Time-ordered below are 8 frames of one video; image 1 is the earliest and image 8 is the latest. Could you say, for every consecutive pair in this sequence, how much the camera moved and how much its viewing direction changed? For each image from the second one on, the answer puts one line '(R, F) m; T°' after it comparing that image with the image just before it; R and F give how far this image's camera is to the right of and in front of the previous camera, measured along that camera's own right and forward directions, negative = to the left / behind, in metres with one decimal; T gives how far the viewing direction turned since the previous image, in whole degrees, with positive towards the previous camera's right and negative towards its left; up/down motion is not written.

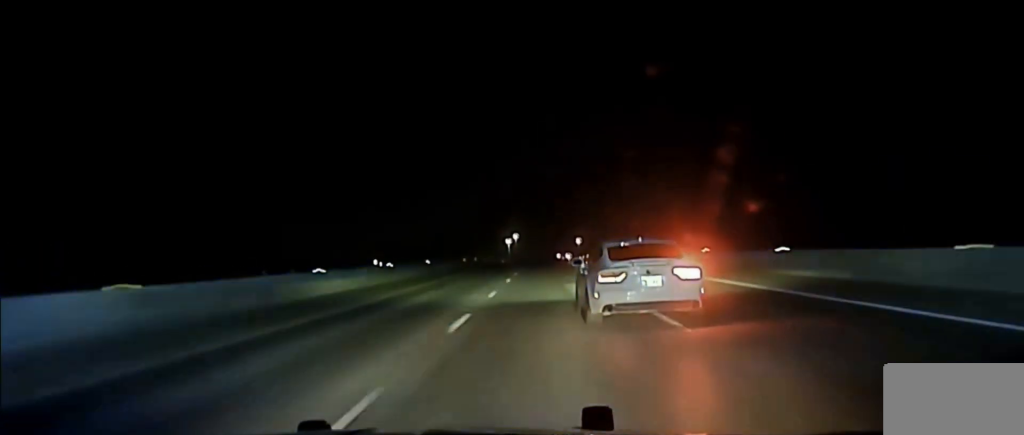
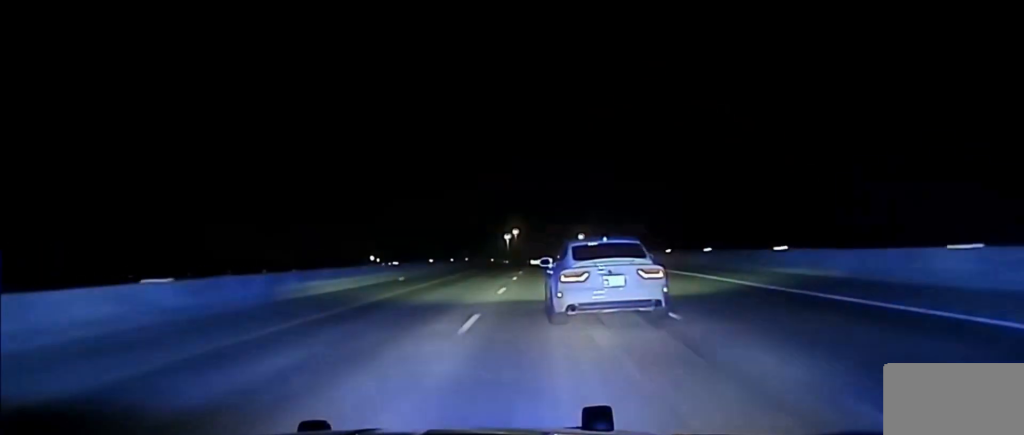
(-0.3, +44.3) m; -1°
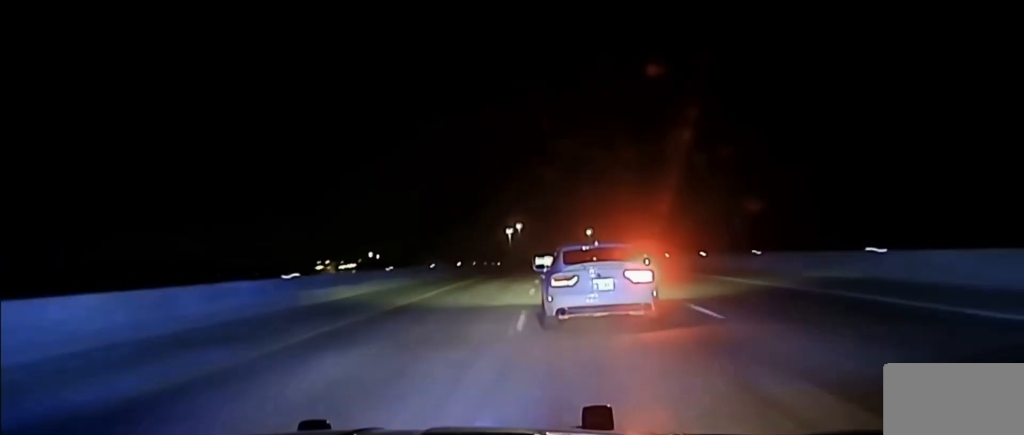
(-0.4, +67.2) m; 0°
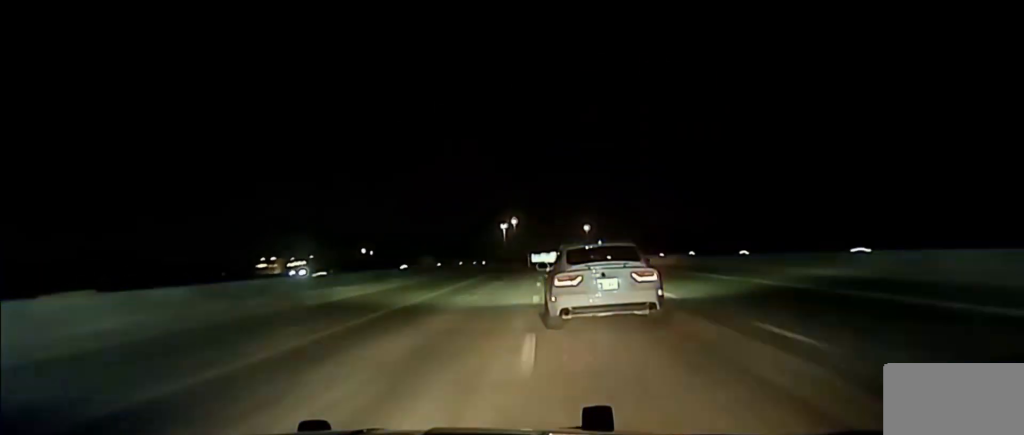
(0.0, +30.8) m; 0°
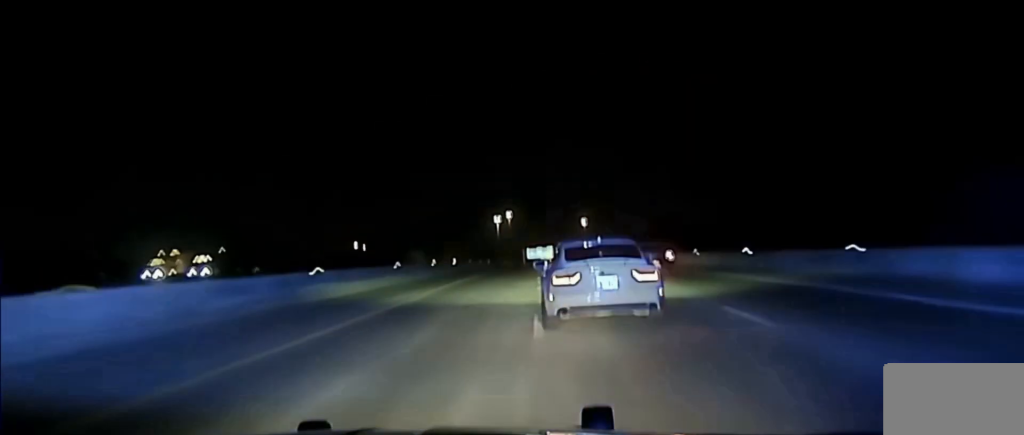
(0.0, +33.5) m; 0°
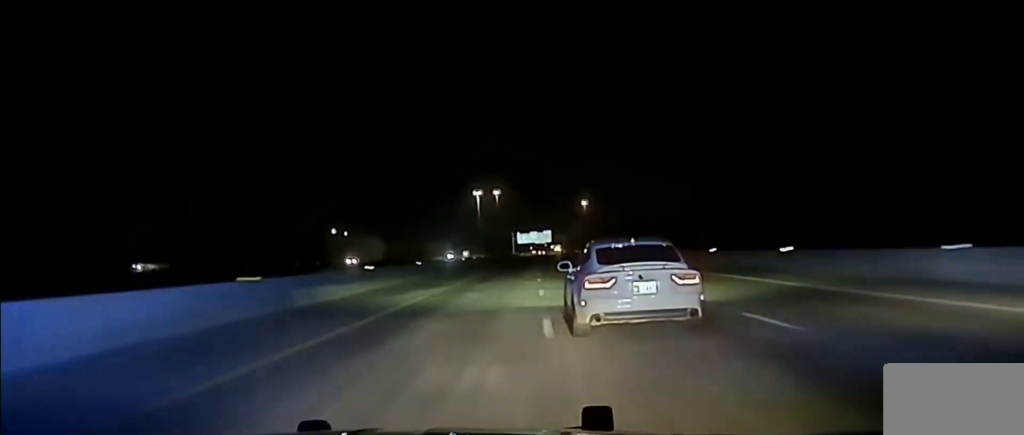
(+1.4, +135.4) m; +1°
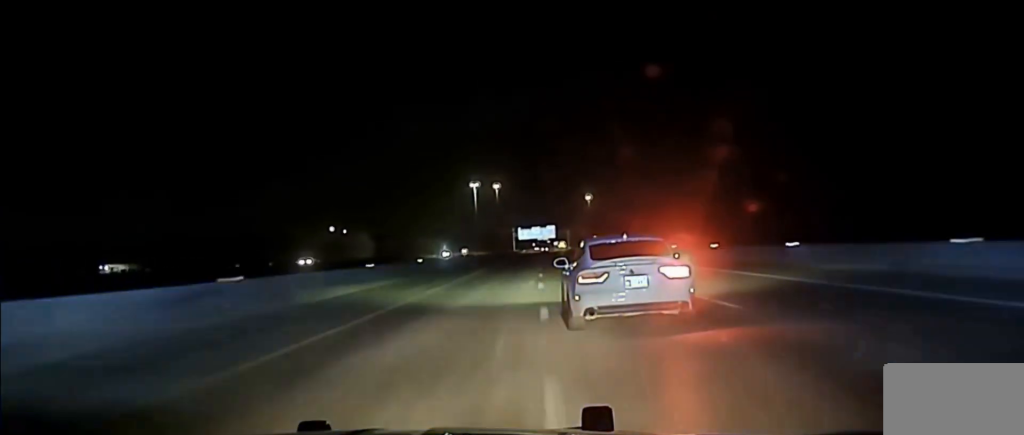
(-0.3, +31.1) m; 0°
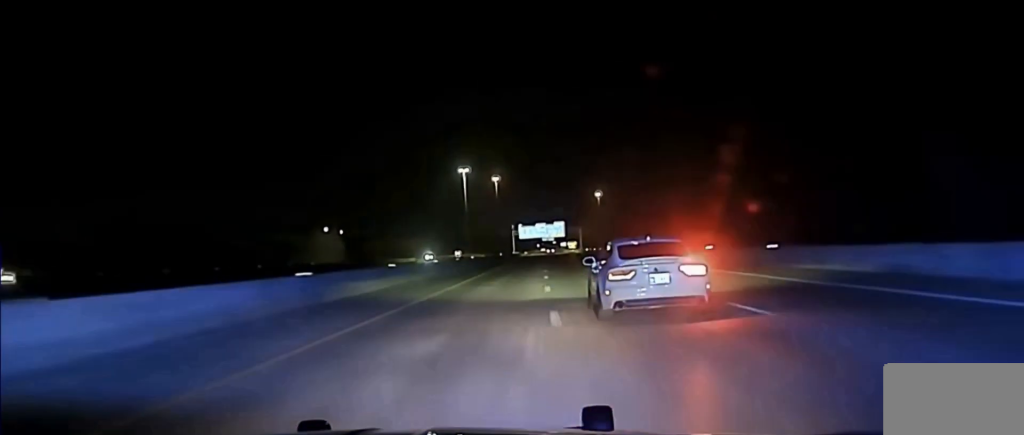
(+0.1, +76.8) m; 0°
